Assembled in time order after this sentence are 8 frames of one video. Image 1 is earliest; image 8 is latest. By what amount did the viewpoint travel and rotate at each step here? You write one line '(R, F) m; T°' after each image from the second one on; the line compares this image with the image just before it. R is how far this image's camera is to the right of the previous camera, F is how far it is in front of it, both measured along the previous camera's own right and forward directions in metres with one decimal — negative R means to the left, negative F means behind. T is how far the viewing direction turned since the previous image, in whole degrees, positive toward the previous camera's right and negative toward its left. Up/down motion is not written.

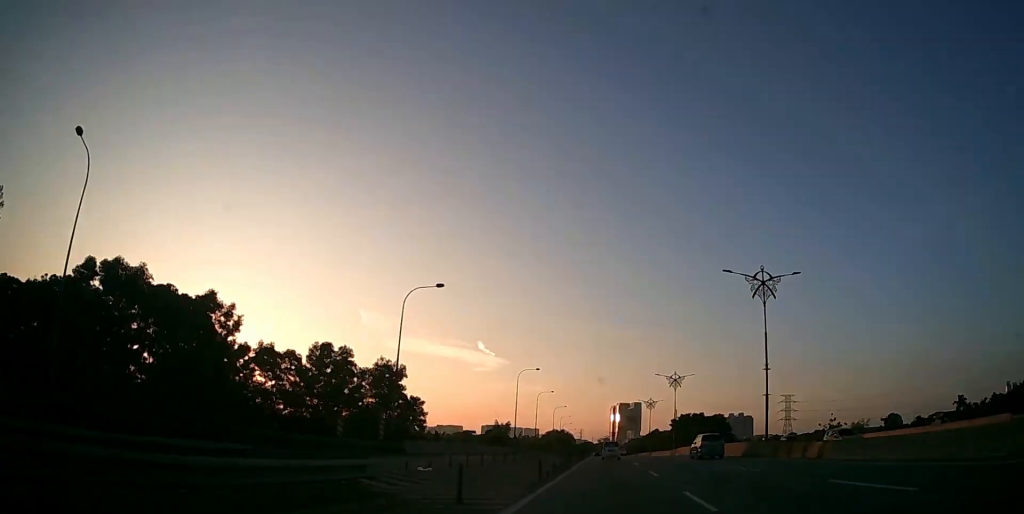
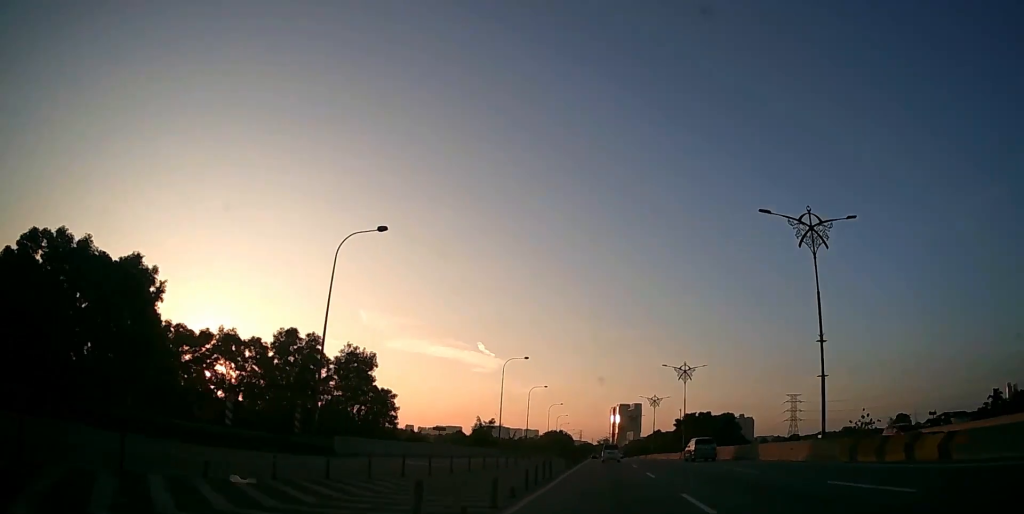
(0.0, +11.4) m; 0°
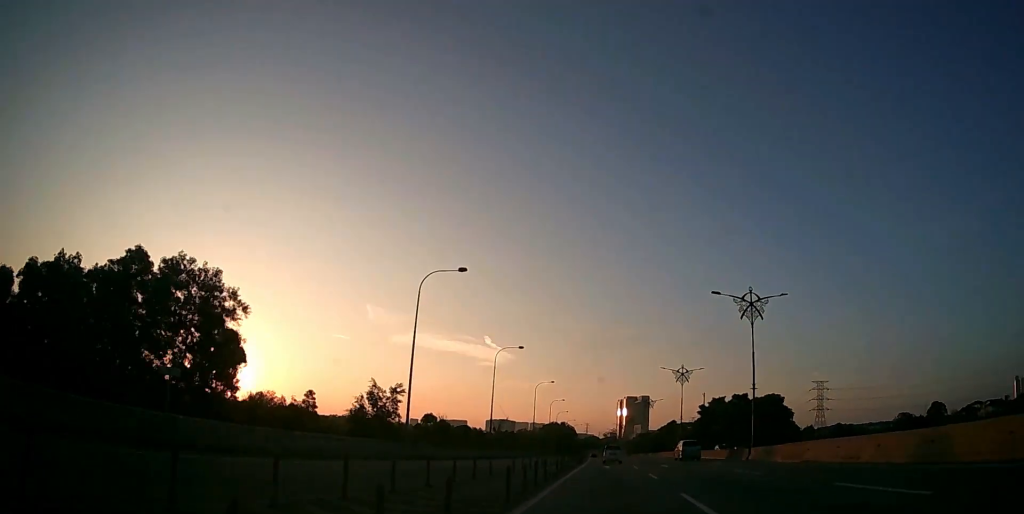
(-0.1, +33.4) m; 0°
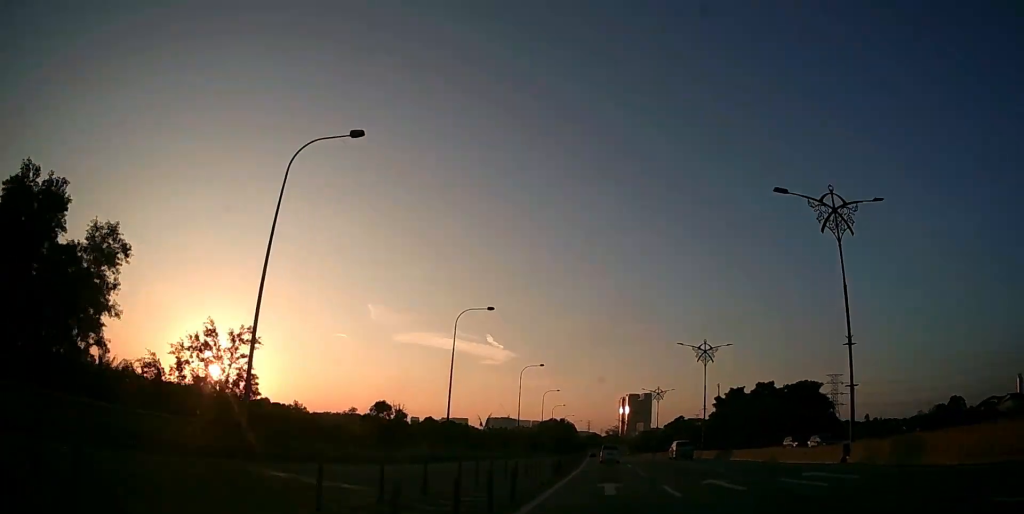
(0.0, +16.8) m; 0°
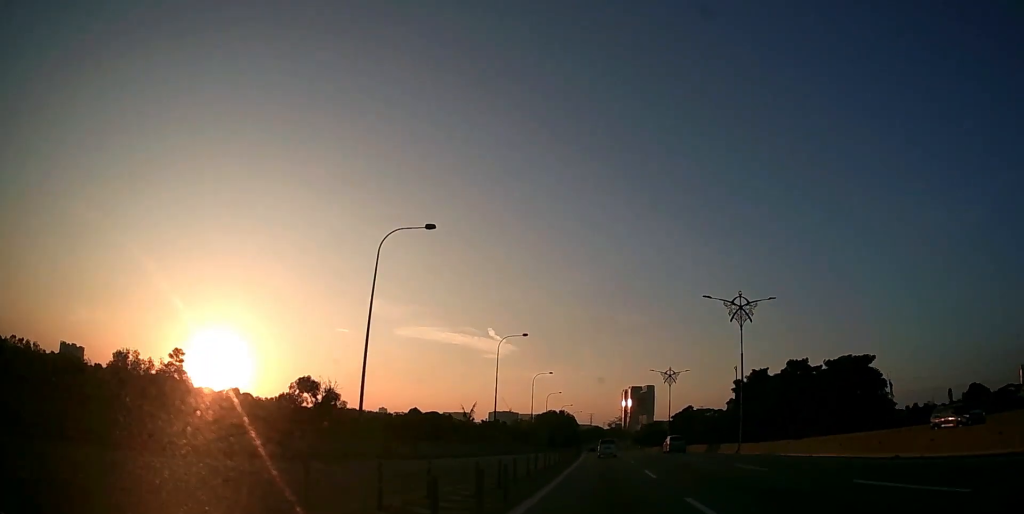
(0.0, +16.2) m; 0°
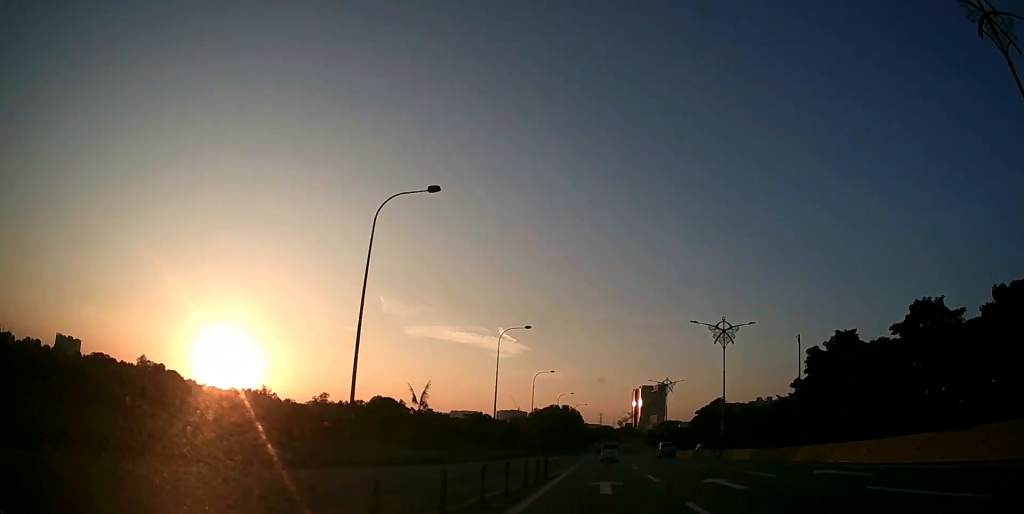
(-0.2, +34.3) m; -1°
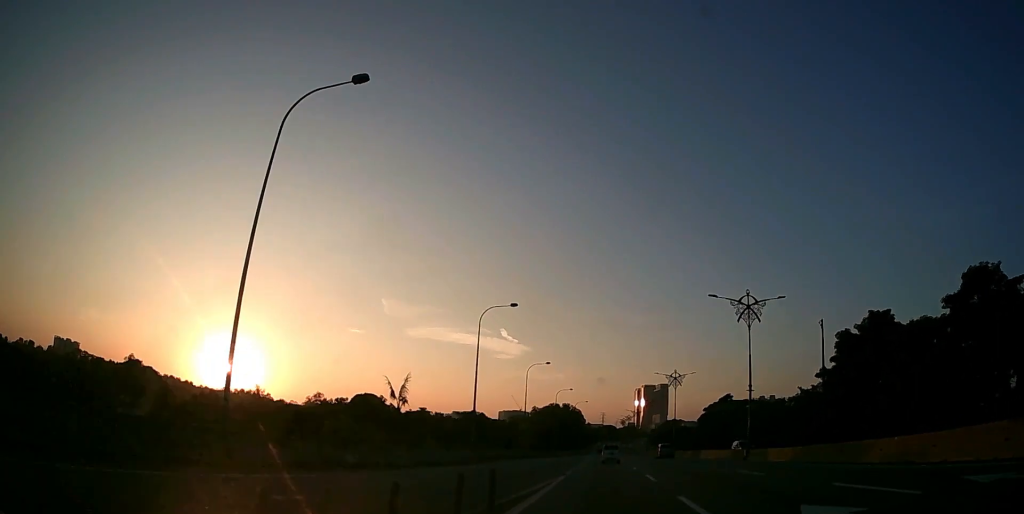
(0.0, +9.2) m; 0°
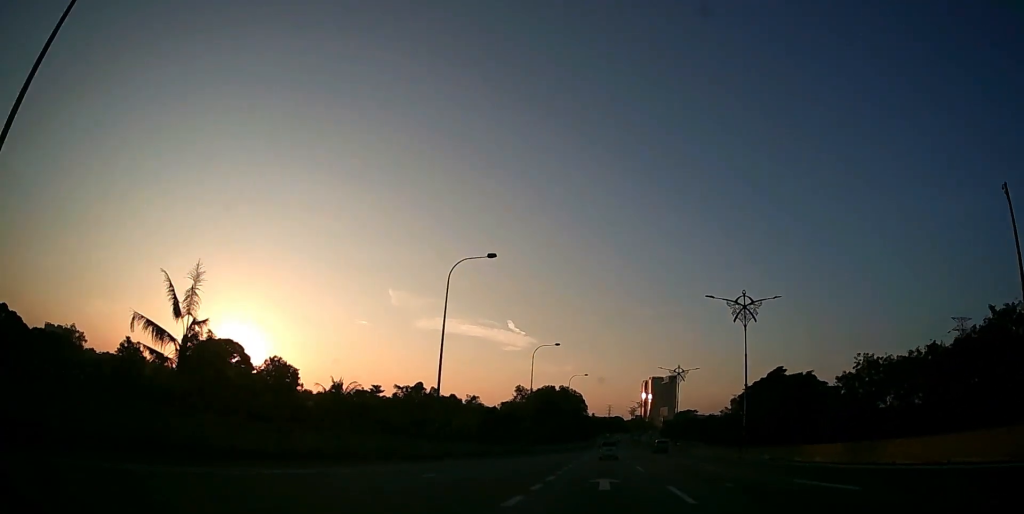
(-0.4, +39.3) m; -1°
